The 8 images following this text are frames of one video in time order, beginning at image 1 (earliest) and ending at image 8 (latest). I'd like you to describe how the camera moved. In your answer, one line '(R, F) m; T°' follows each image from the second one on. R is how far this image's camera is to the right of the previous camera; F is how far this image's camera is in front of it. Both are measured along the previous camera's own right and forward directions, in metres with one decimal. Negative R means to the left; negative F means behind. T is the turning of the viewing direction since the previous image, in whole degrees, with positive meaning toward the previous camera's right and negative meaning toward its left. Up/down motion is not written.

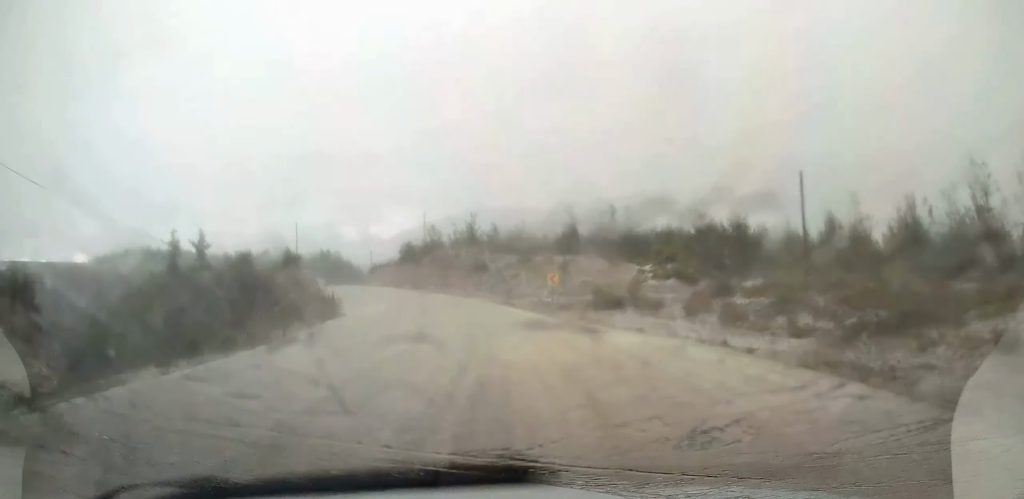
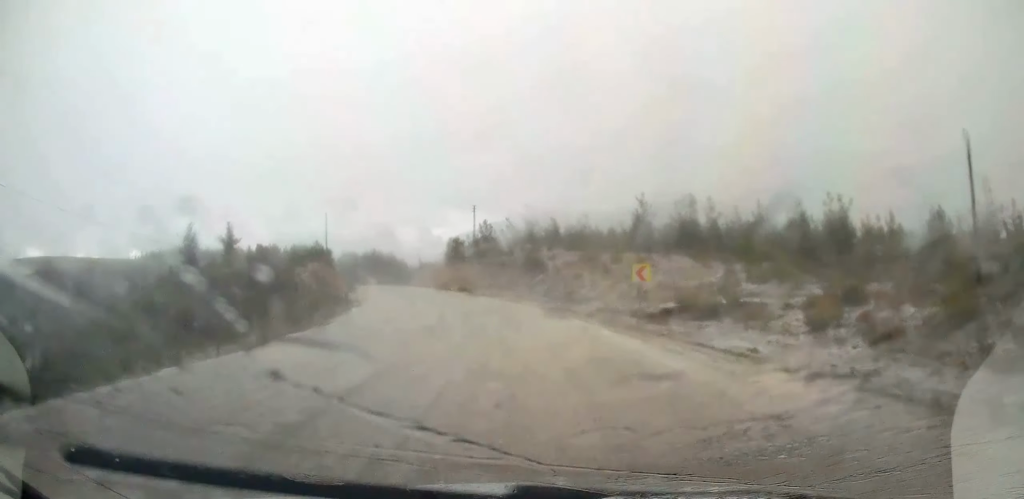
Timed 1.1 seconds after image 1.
(-0.6, +12.5) m; -5°
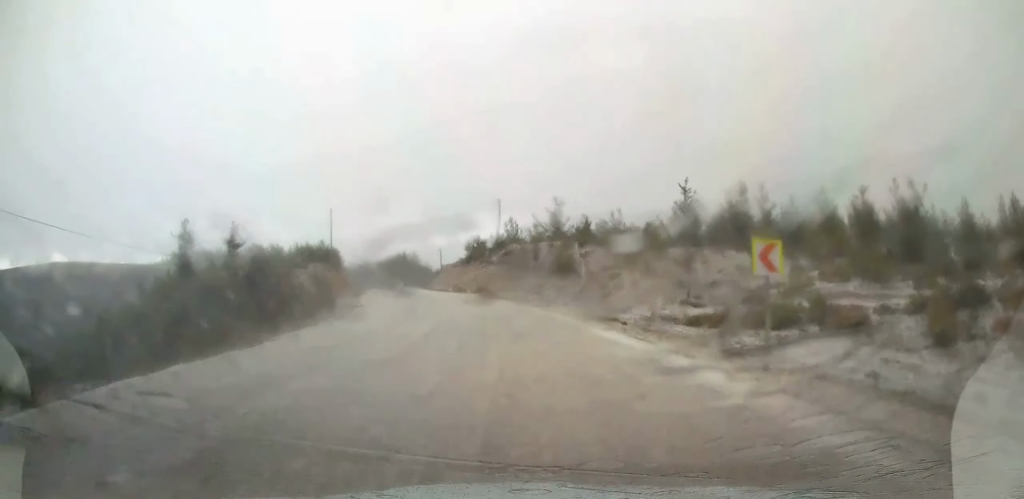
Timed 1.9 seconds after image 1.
(-0.3, +9.4) m; -3°
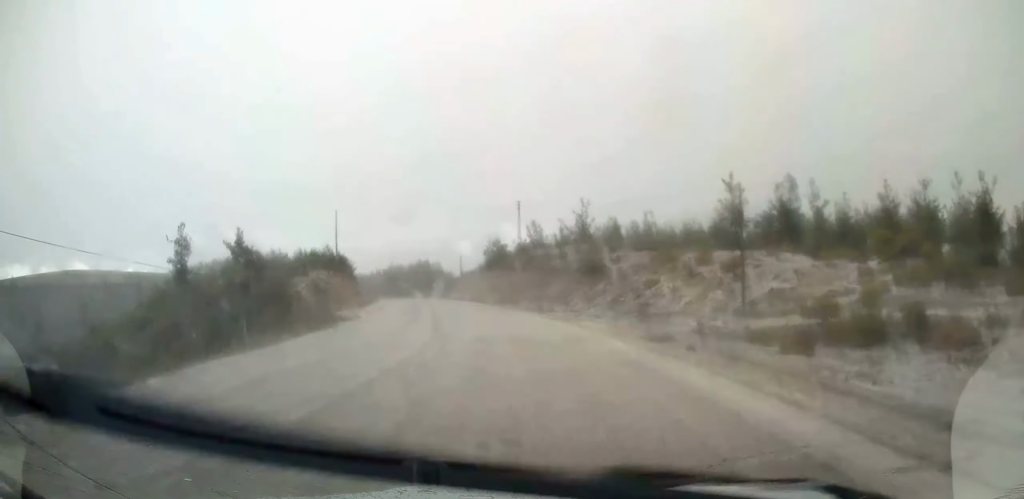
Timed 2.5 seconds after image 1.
(0.0, +7.1) m; -2°
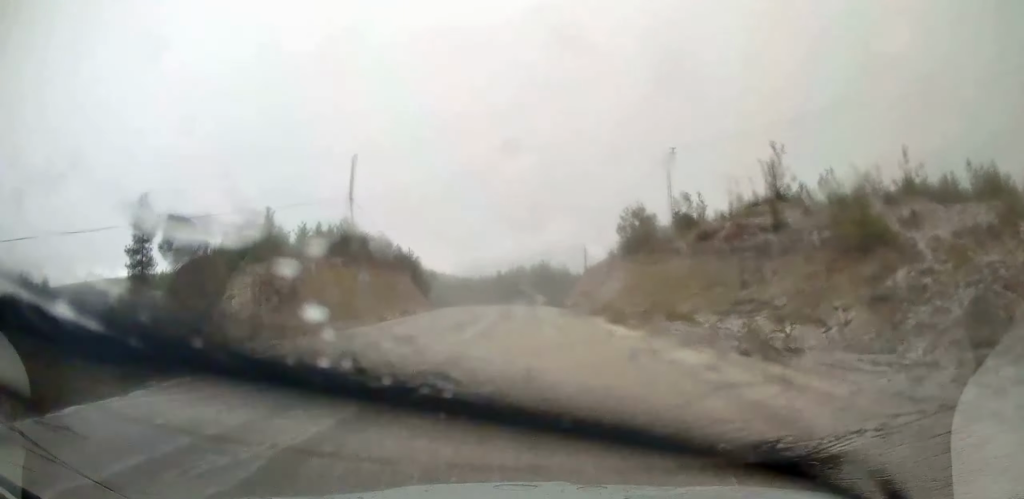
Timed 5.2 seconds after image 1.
(-3.5, +32.4) m; -11°
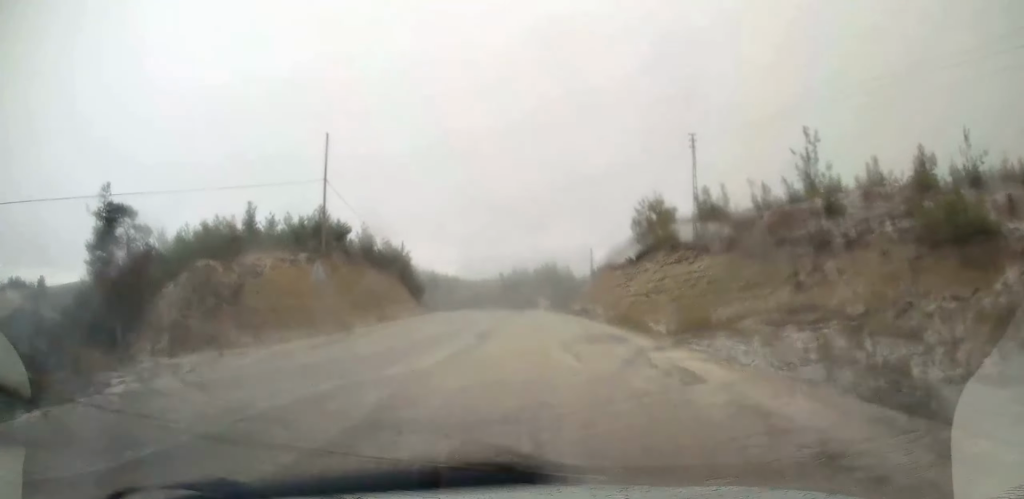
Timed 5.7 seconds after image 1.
(-0.1, +6.2) m; -1°
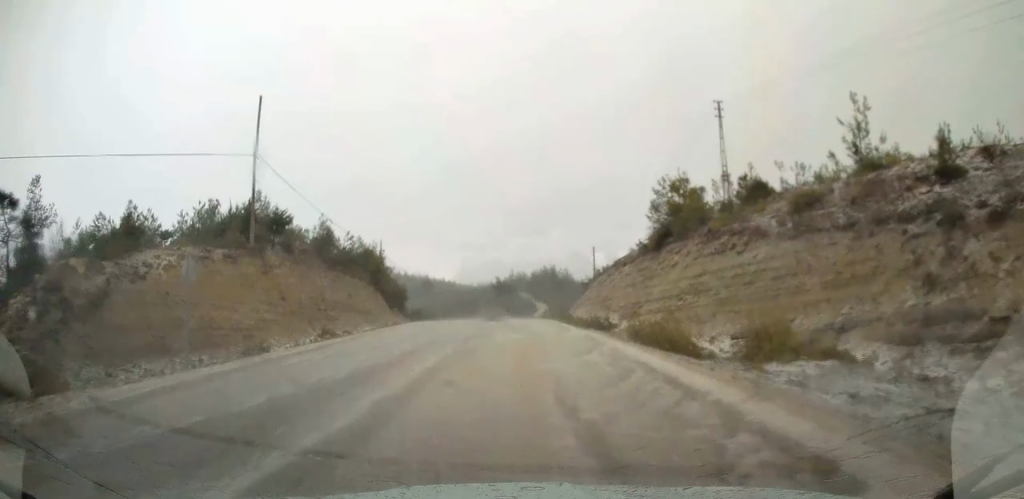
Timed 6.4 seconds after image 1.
(0.0, +8.7) m; -2°
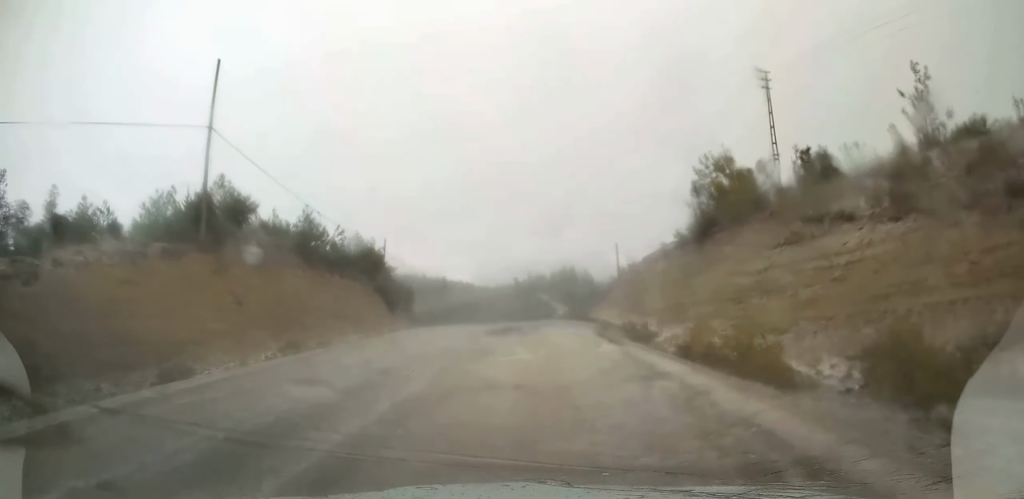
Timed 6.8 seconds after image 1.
(-0.2, +5.7) m; -1°
